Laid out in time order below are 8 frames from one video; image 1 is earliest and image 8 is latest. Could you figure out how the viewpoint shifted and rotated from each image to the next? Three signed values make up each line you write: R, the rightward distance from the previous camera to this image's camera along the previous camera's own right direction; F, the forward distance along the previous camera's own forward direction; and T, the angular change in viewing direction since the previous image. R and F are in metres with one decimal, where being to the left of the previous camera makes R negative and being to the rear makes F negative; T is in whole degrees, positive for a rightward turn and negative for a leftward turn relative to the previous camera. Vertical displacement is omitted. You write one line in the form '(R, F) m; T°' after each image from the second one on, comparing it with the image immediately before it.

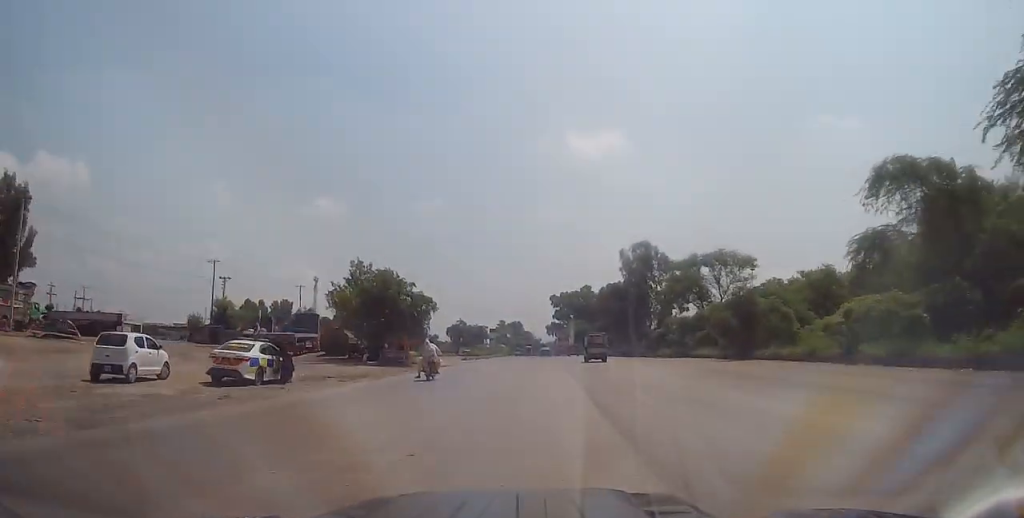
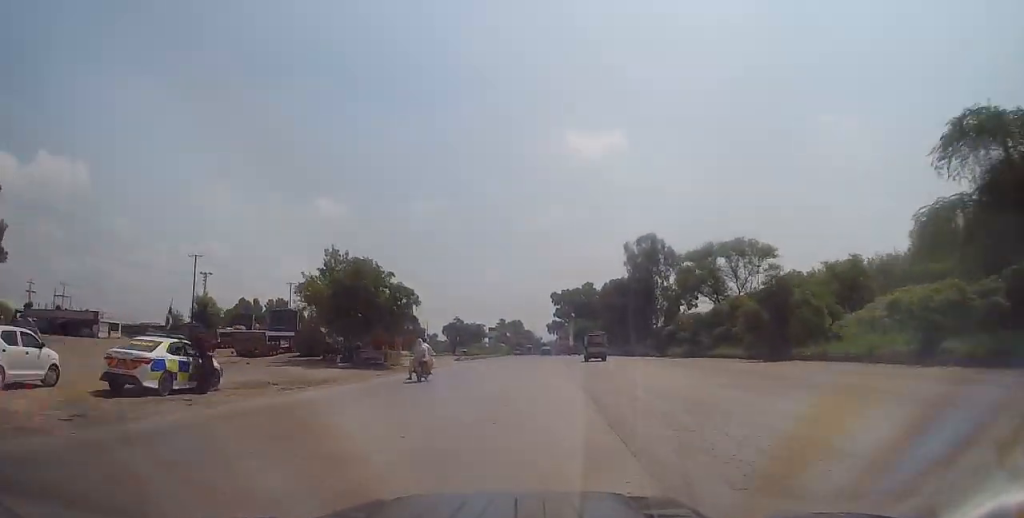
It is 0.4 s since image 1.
(+0.2, +5.6) m; 0°
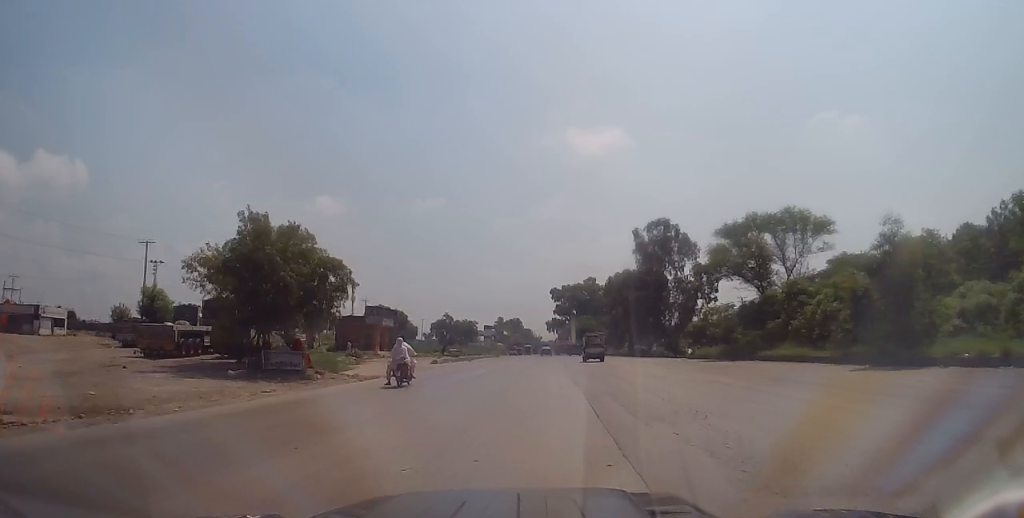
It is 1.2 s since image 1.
(-0.4, +11.9) m; 0°
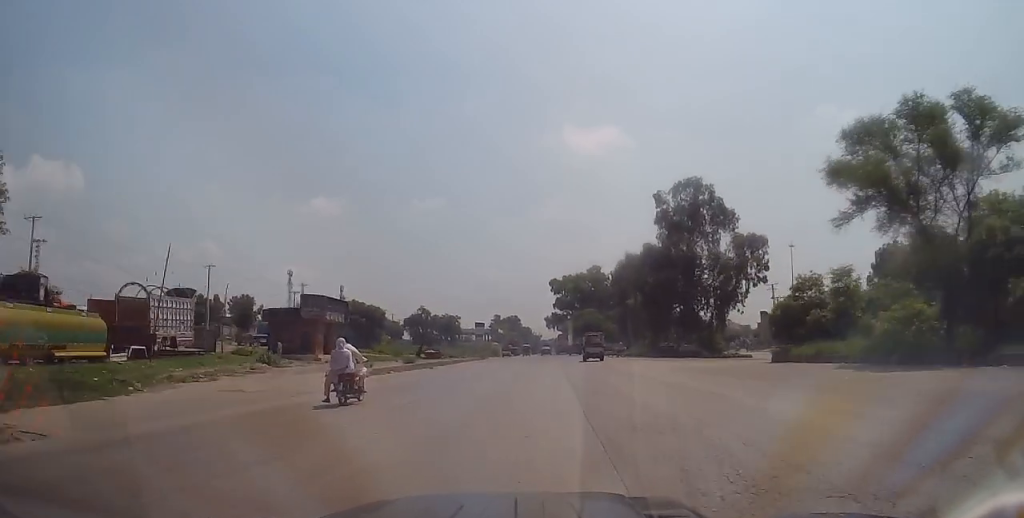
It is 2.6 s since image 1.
(+0.4, +20.3) m; +2°
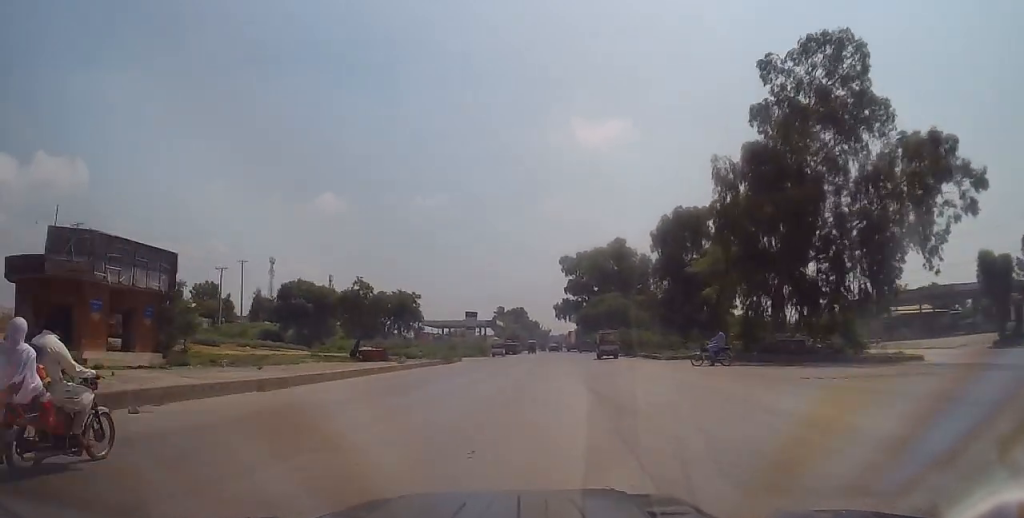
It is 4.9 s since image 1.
(-0.9, +33.1) m; -1°
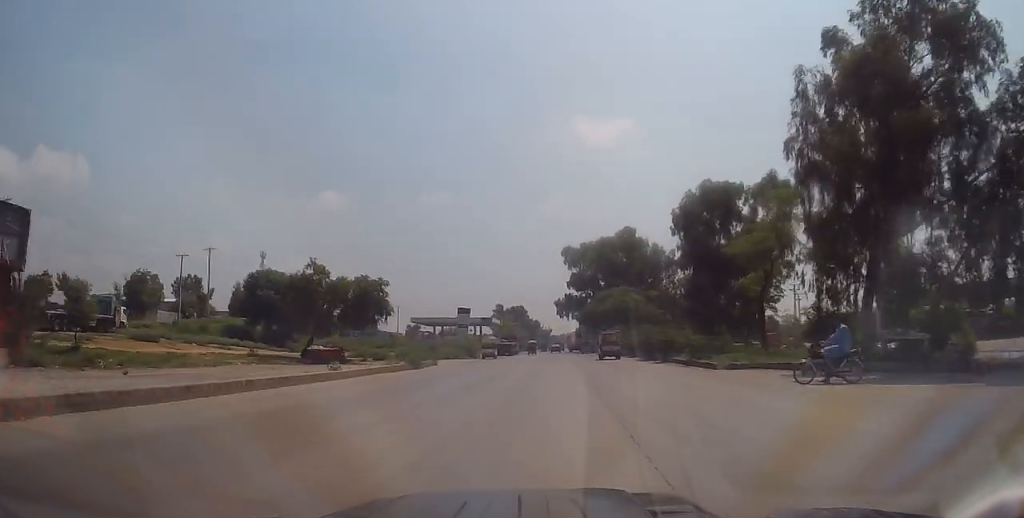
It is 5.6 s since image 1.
(+0.2, +11.6) m; +1°
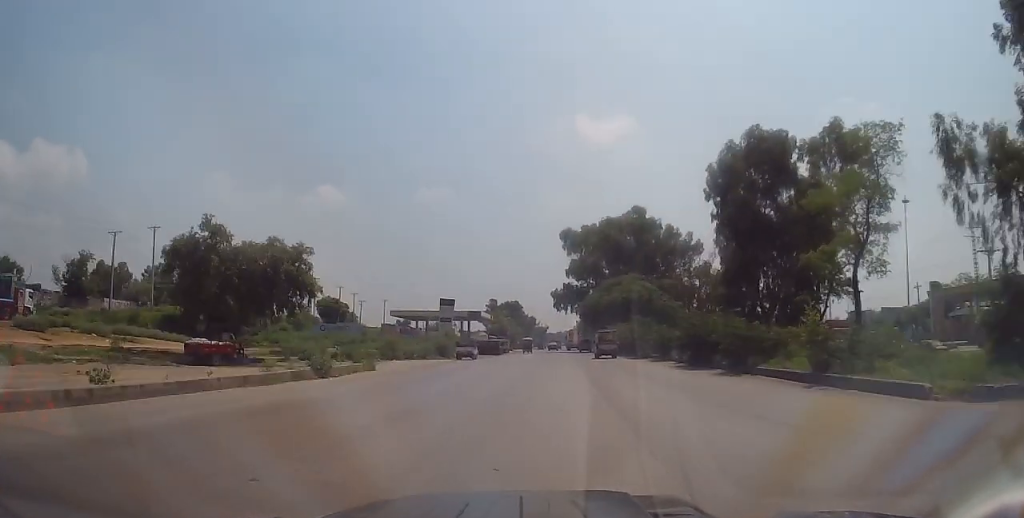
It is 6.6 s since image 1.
(0.0, +14.3) m; -1°
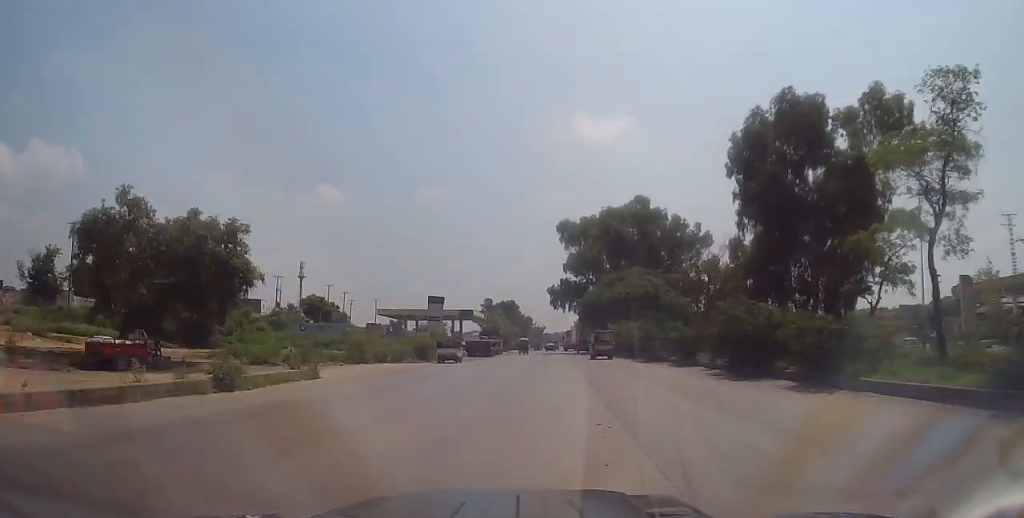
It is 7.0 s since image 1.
(0.0, +6.8) m; -1°
